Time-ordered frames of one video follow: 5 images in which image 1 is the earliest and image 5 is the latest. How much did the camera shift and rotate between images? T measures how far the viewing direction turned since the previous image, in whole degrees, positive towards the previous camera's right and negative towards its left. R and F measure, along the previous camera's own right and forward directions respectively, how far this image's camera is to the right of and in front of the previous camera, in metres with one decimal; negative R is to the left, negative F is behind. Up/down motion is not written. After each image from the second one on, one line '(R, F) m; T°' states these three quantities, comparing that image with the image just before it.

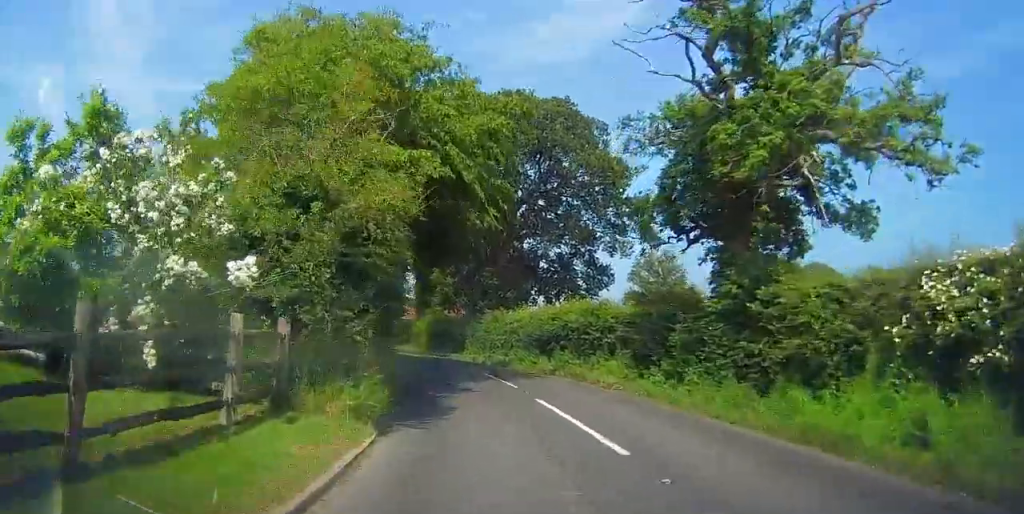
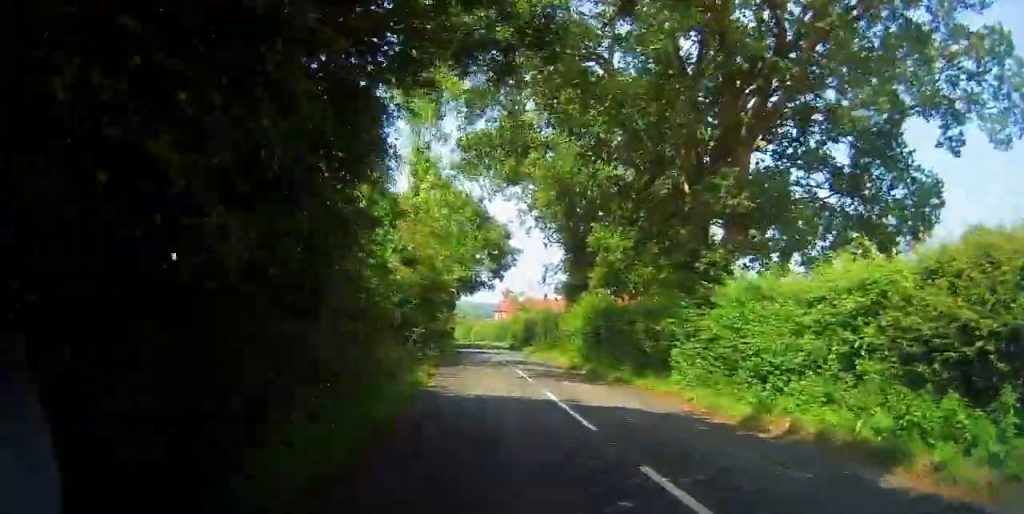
(-2.4, +22.6) m; -7°
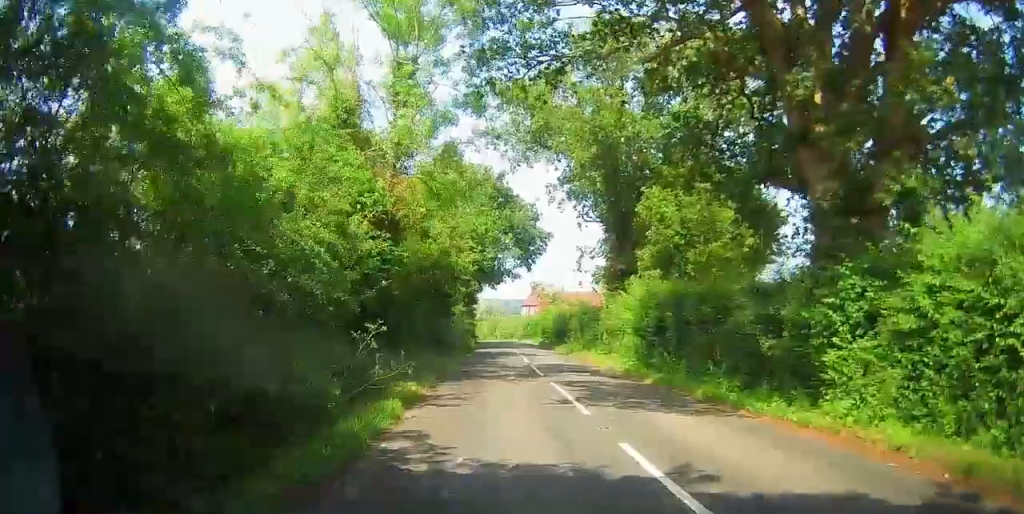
(0.0, +8.0) m; 0°
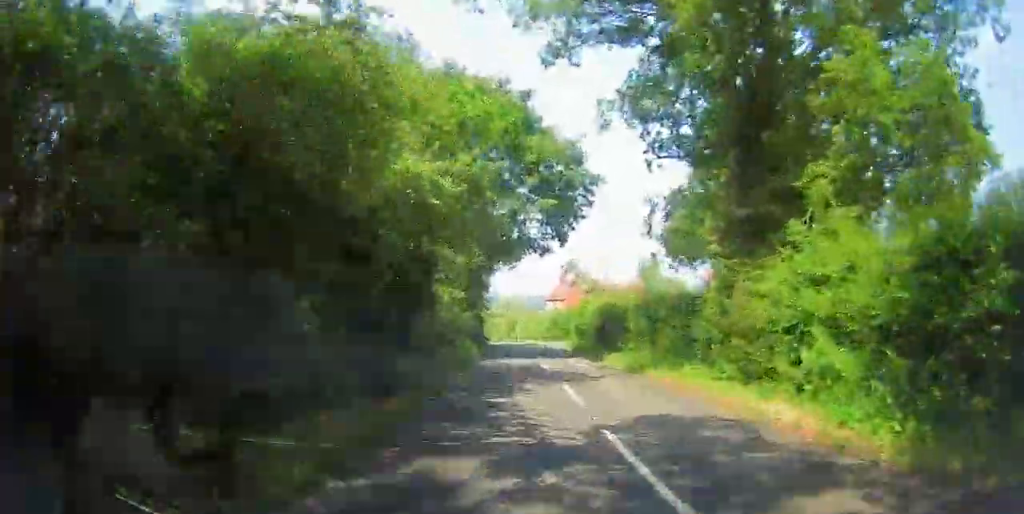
(0.0, +16.0) m; -1°
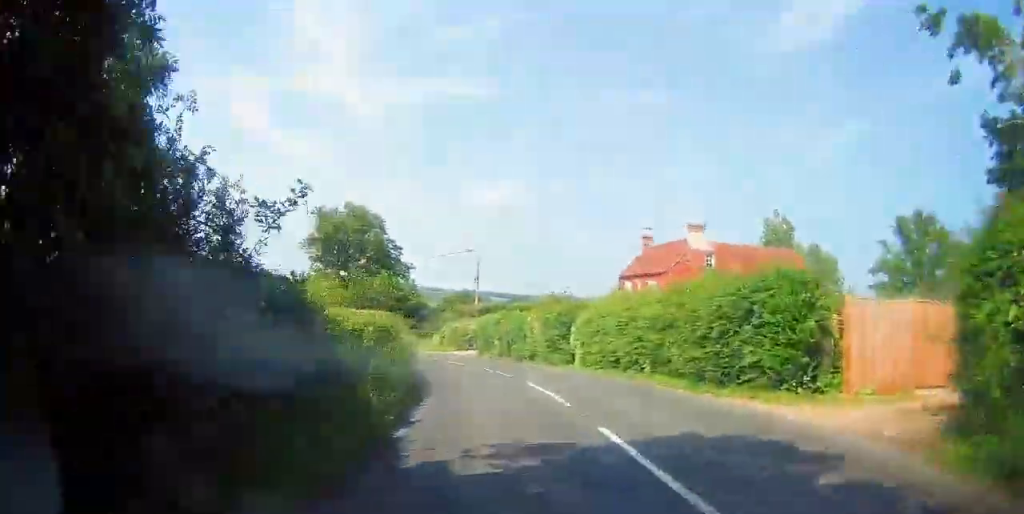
(-3.5, +42.9) m; -11°
